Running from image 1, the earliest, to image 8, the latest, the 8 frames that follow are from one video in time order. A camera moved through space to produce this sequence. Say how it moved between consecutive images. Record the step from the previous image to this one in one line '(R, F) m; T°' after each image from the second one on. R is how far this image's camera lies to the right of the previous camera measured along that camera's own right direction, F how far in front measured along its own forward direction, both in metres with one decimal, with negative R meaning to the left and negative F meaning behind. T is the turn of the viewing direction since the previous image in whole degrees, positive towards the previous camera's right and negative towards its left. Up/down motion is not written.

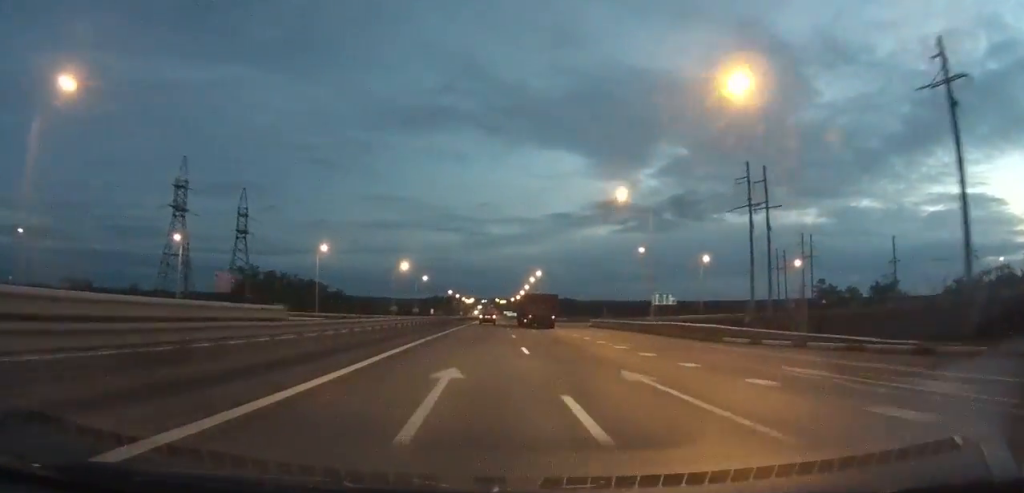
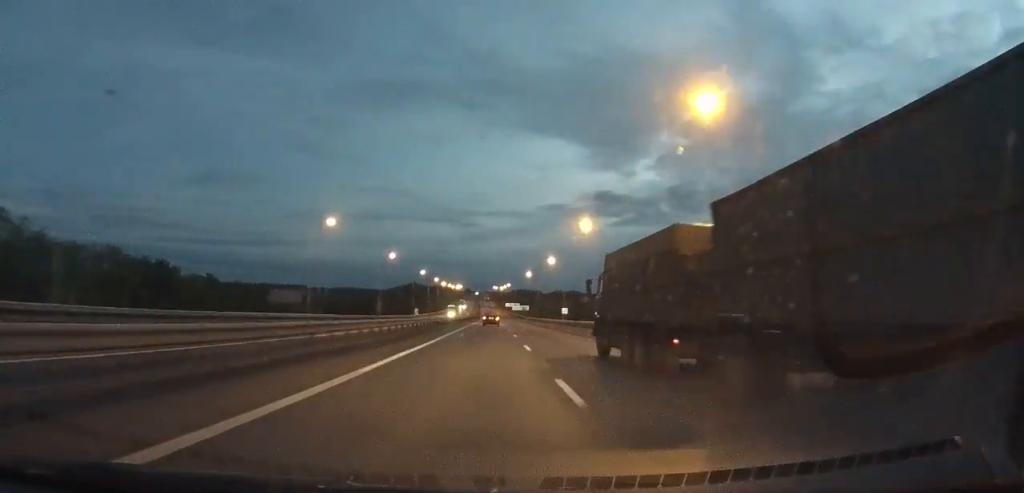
(+0.2, +169.2) m; 0°
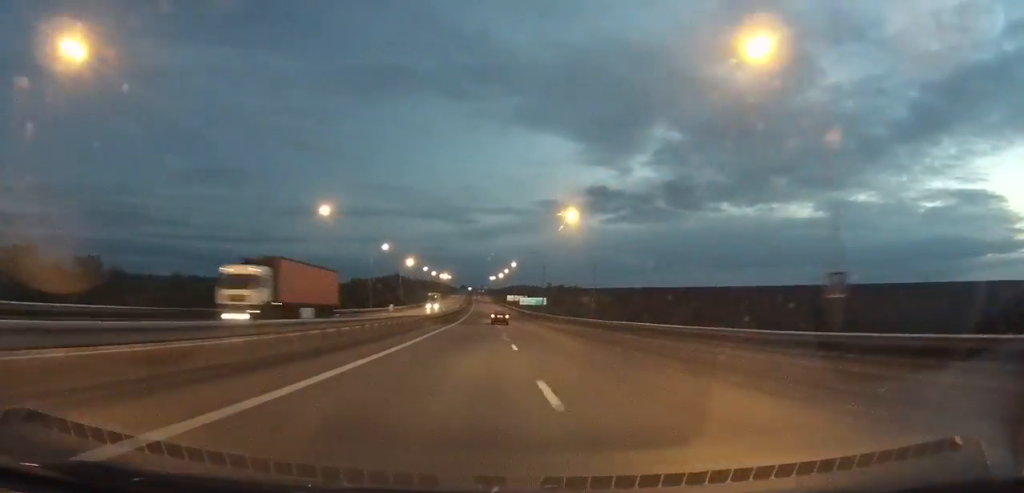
(0.0, +85.4) m; 0°
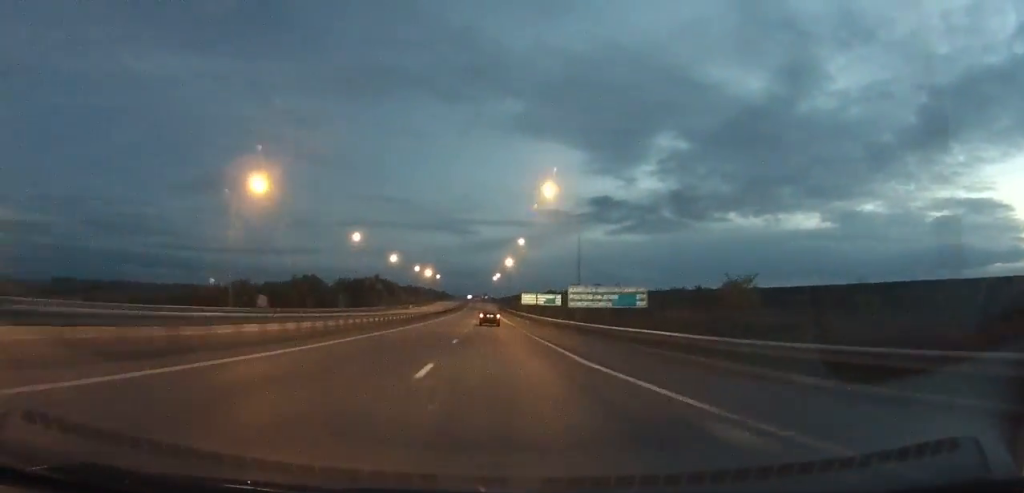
(+0.3, +94.7) m; 0°
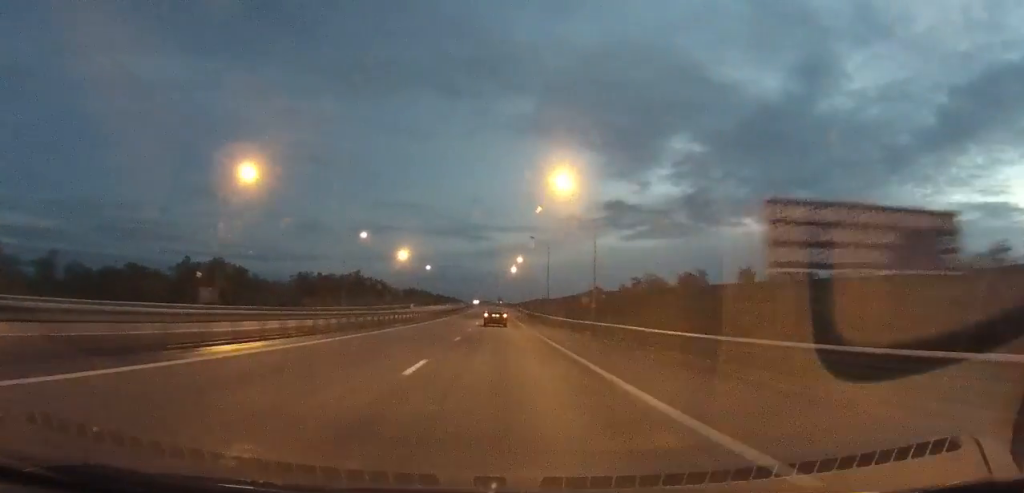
(-0.8, +87.7) m; -1°
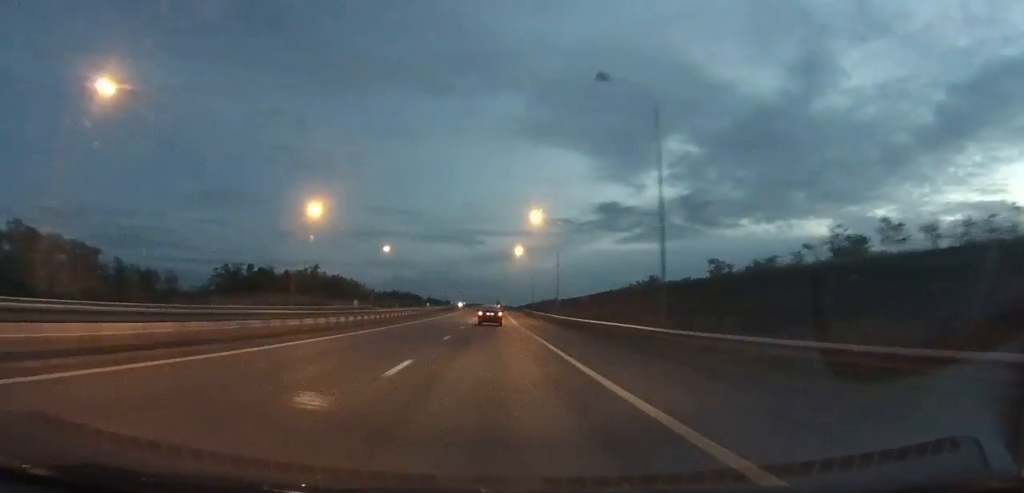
(-0.4, +62.1) m; -1°
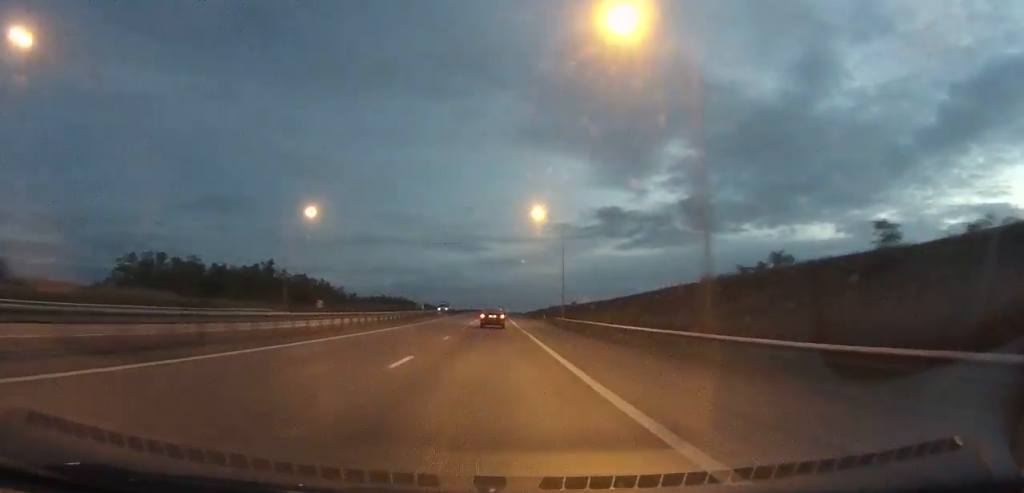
(-0.1, +45.6) m; 0°
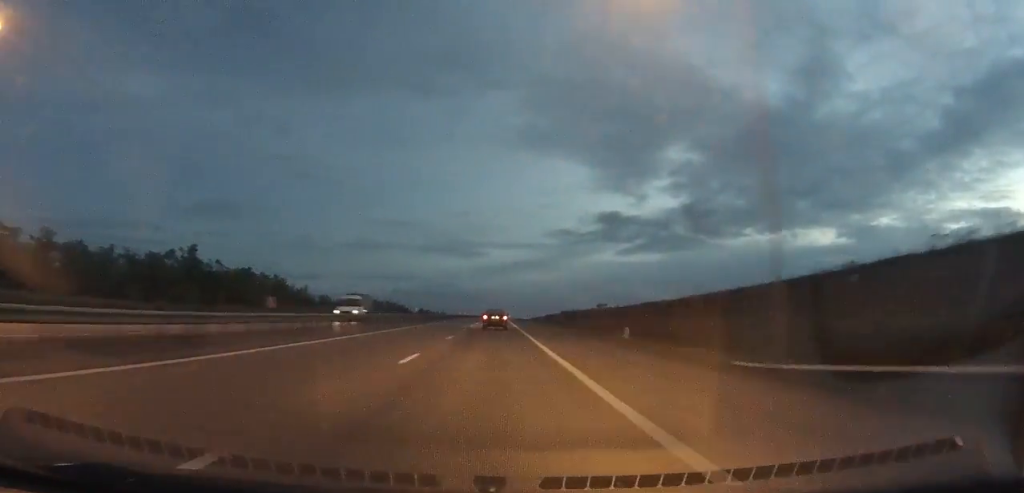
(-0.1, +45.4) m; 0°
